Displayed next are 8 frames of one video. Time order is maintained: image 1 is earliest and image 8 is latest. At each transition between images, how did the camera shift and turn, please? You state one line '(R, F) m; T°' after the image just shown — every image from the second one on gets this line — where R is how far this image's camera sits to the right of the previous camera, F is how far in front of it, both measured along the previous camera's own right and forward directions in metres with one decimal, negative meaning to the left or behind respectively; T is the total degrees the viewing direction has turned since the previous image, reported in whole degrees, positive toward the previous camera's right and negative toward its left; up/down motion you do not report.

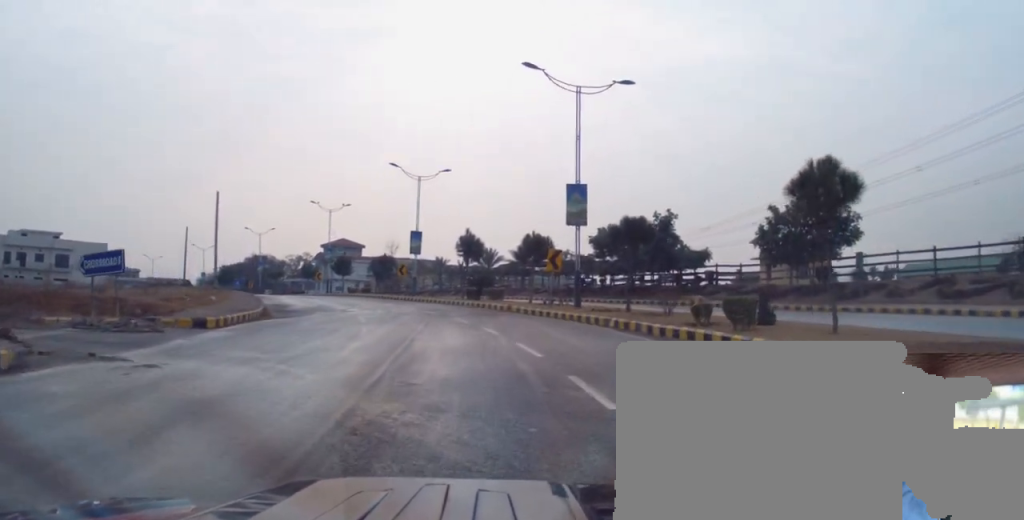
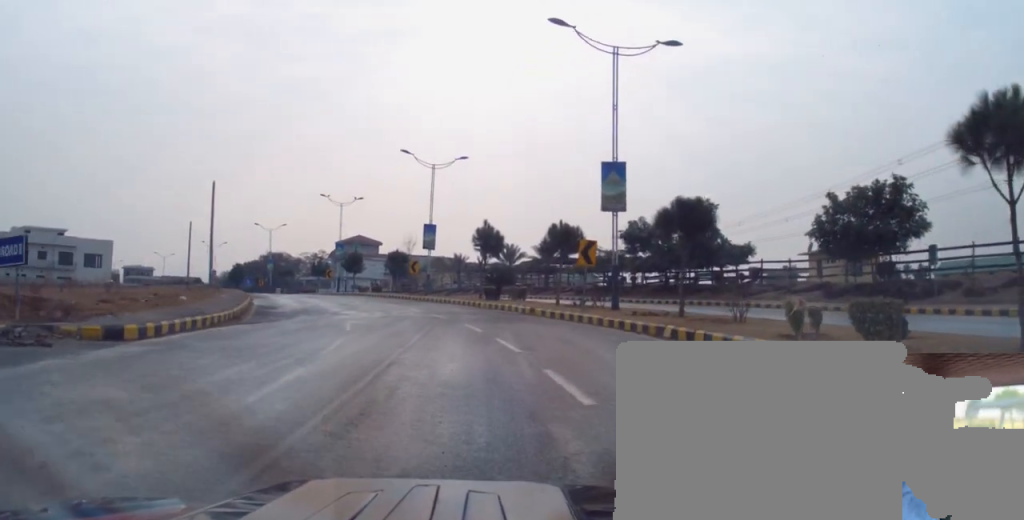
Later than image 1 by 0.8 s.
(0.0, +5.5) m; -2°
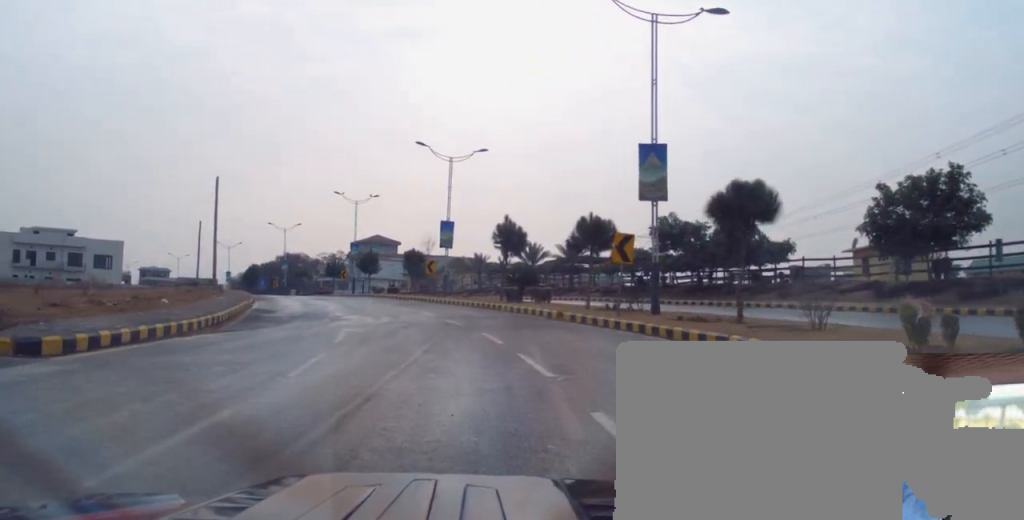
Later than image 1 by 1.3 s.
(0.0, +3.4) m; -2°
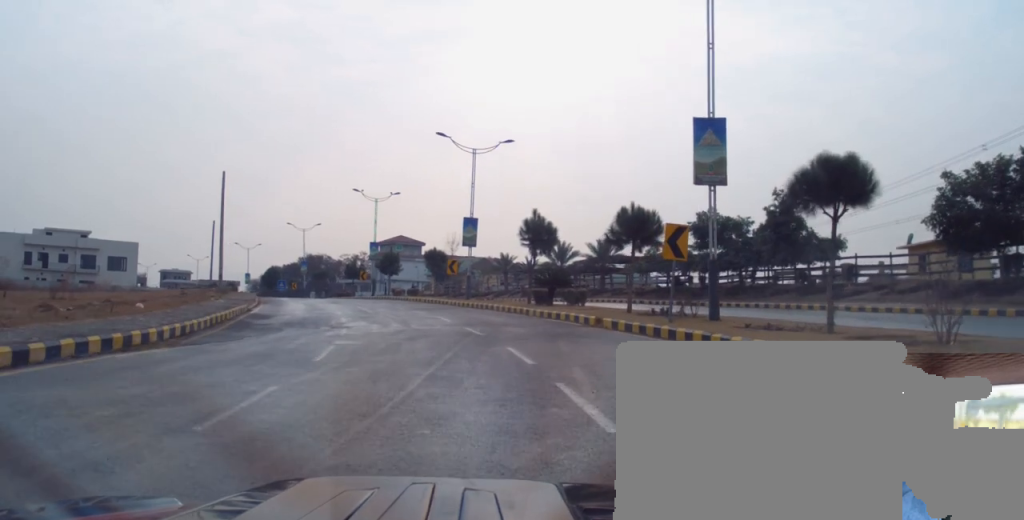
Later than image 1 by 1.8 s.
(-0.1, +3.7) m; -3°
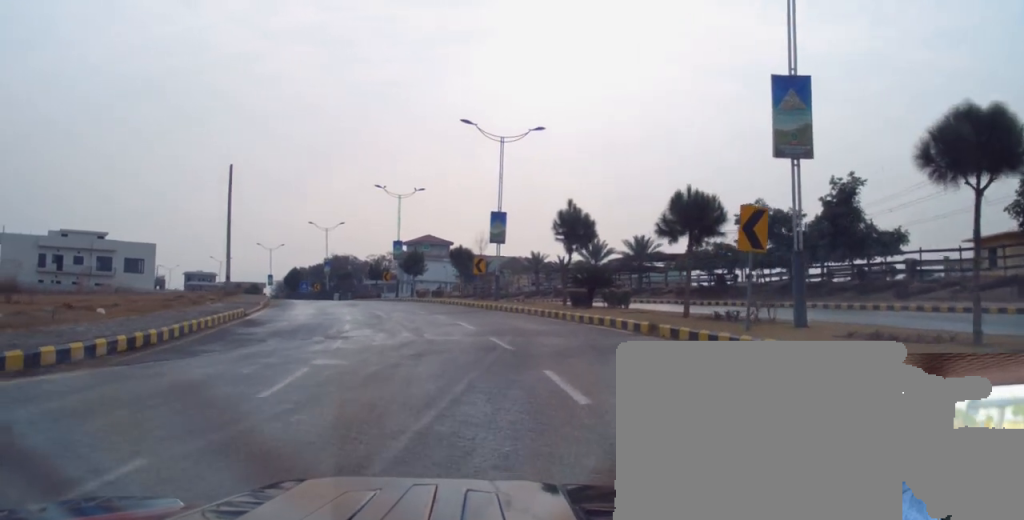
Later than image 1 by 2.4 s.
(-0.1, +4.1) m; -2°
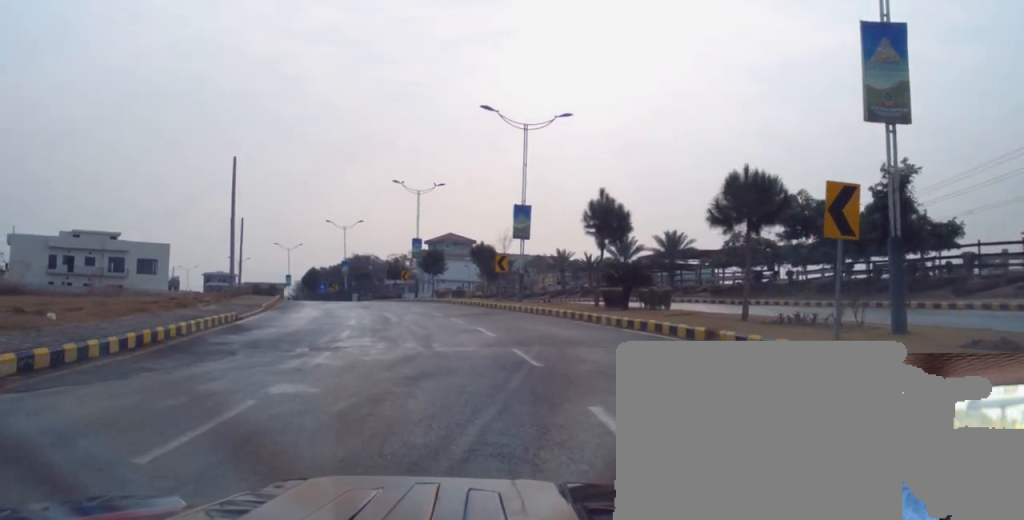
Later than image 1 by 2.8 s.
(-0.1, +3.2) m; -1°
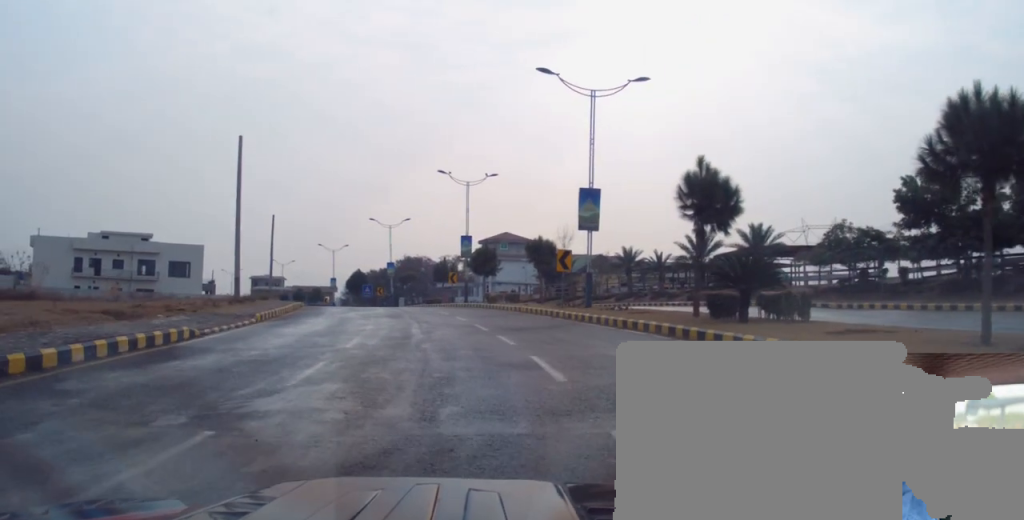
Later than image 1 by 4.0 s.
(-0.1, +7.7) m; -1°
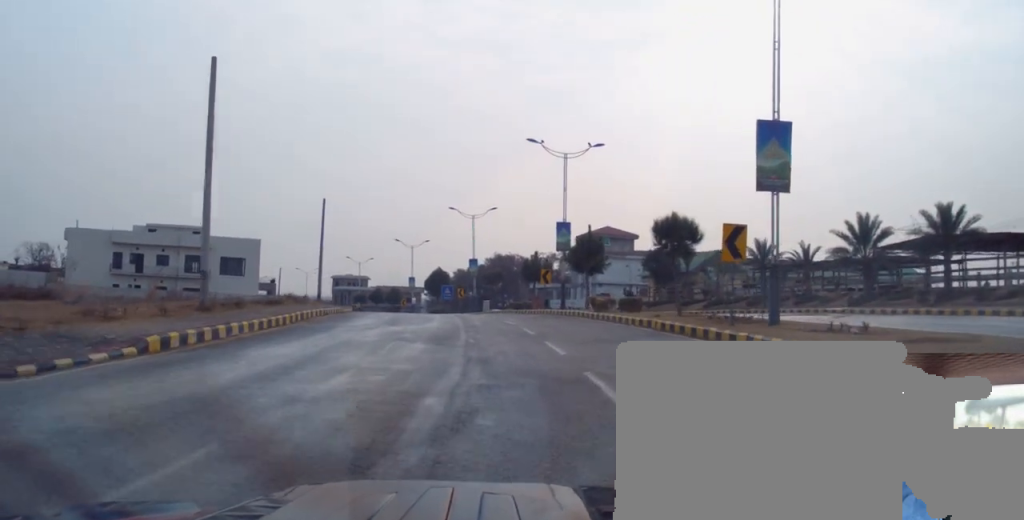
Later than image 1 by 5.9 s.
(-0.7, +13.2) m; -12°
